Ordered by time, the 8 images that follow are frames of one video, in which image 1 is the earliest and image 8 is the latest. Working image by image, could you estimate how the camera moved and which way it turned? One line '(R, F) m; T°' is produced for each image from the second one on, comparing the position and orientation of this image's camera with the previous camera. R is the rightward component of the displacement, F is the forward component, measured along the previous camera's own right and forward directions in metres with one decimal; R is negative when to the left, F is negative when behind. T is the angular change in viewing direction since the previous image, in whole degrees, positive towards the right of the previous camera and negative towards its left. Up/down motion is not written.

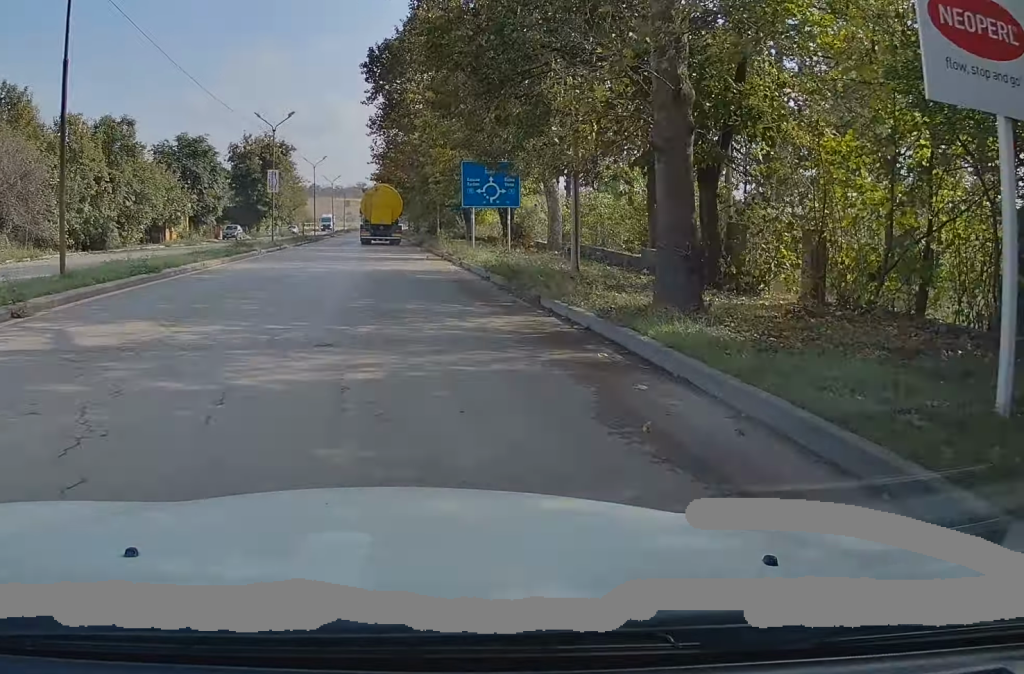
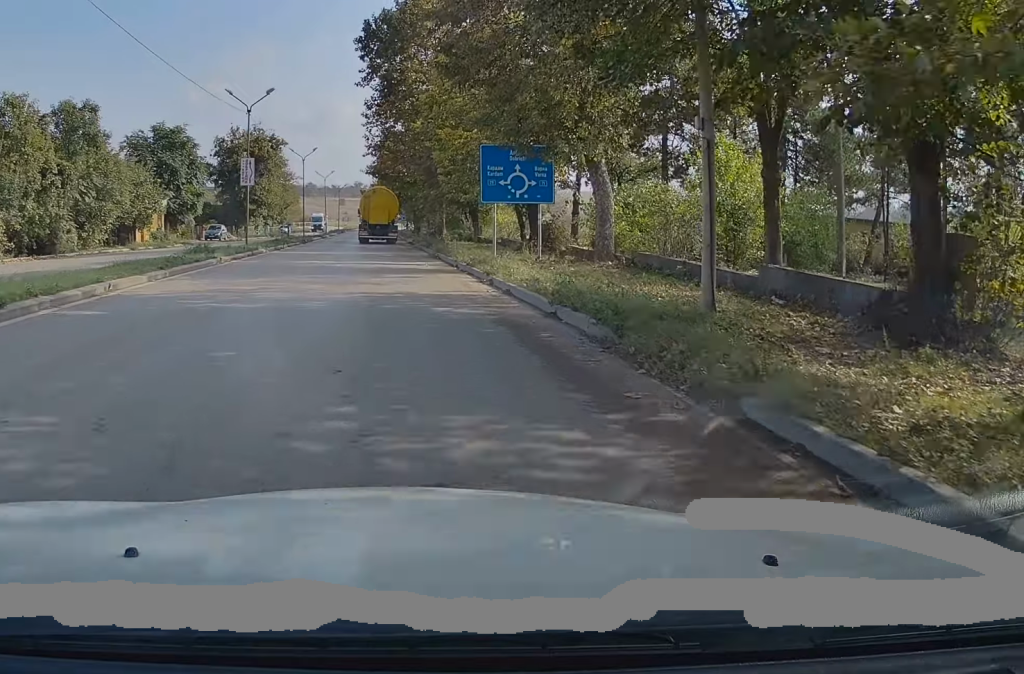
(0.0, +7.7) m; -1°
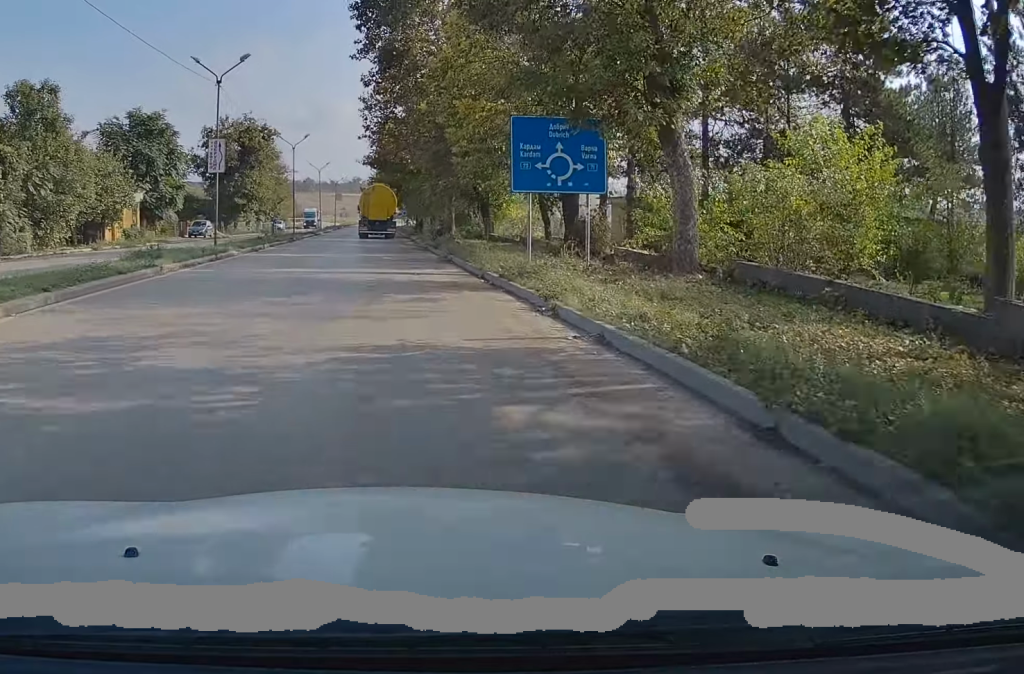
(-0.1, +6.7) m; 0°
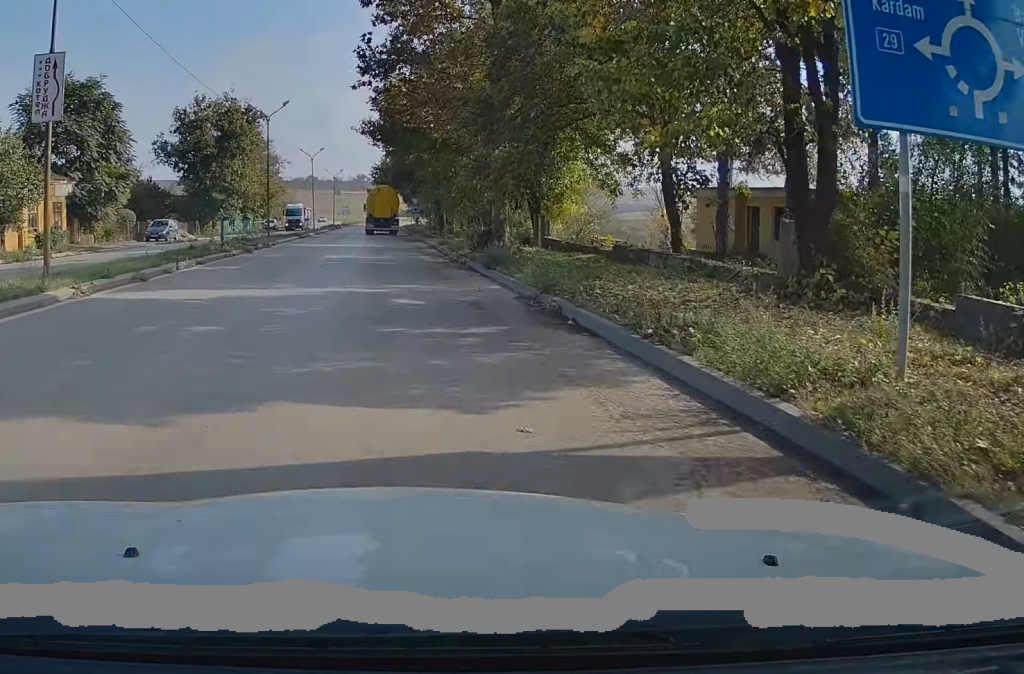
(+0.1, +15.7) m; 0°
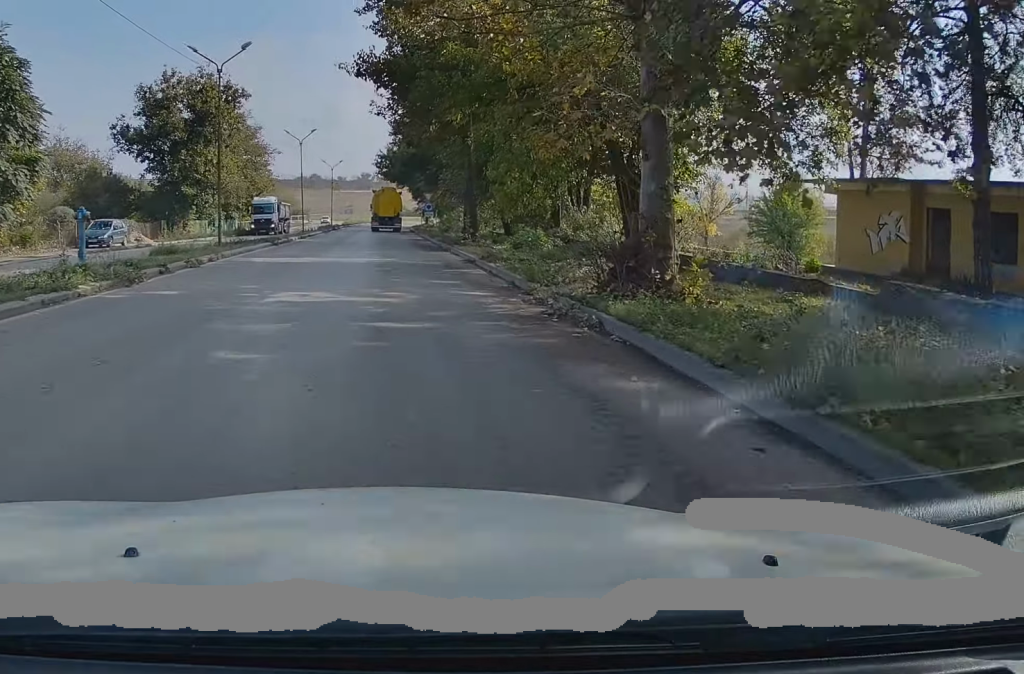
(-0.2, +14.4) m; -1°
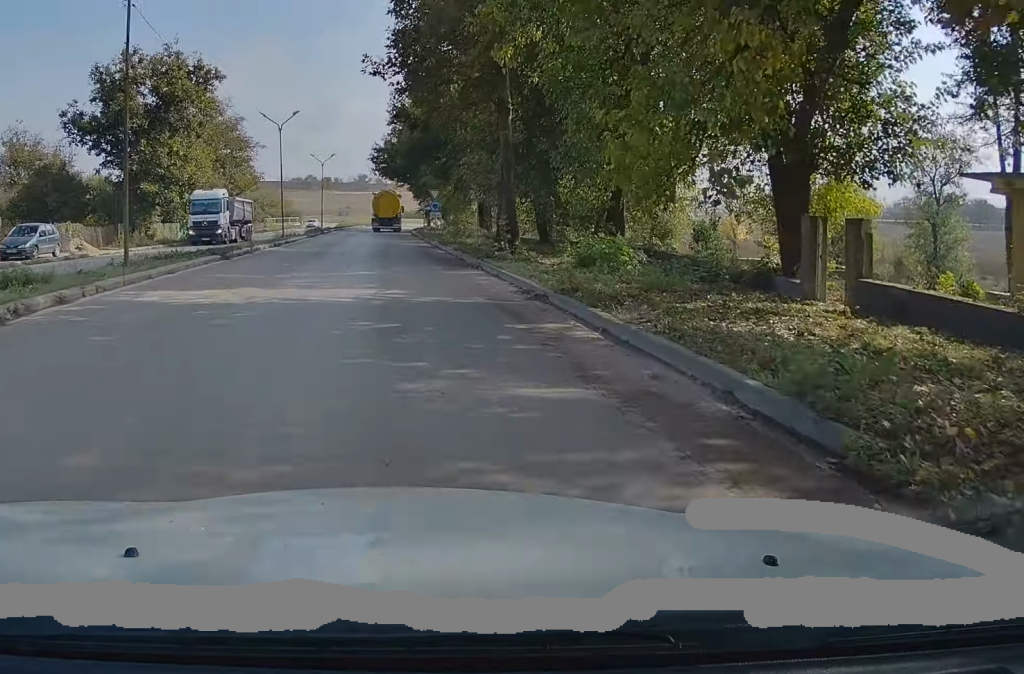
(-0.1, +10.5) m; 0°
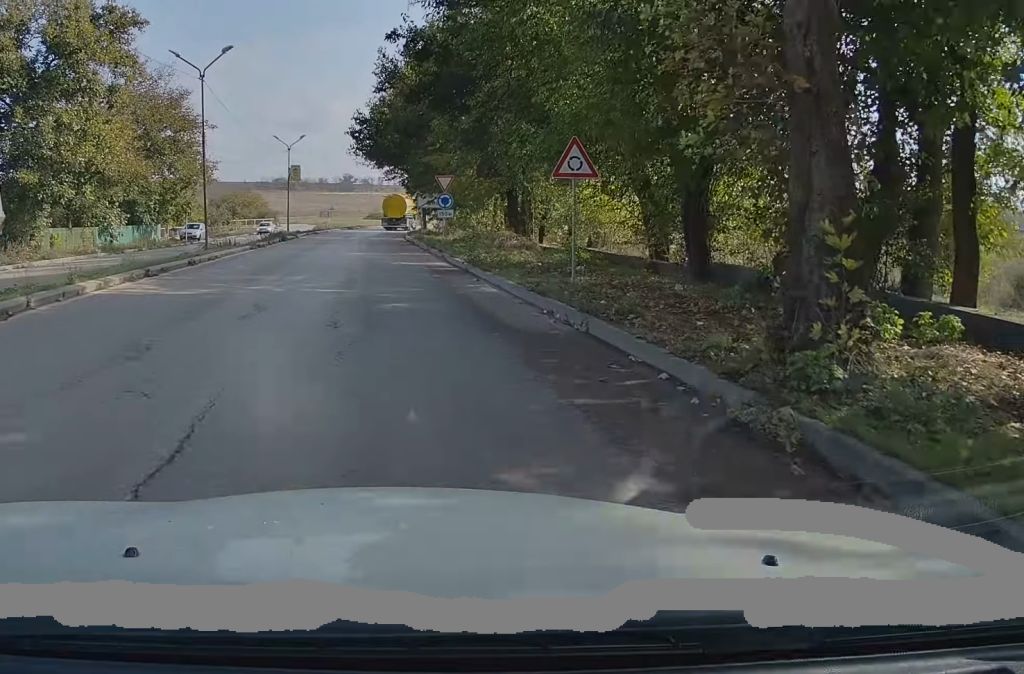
(+0.4, +18.0) m; +3°
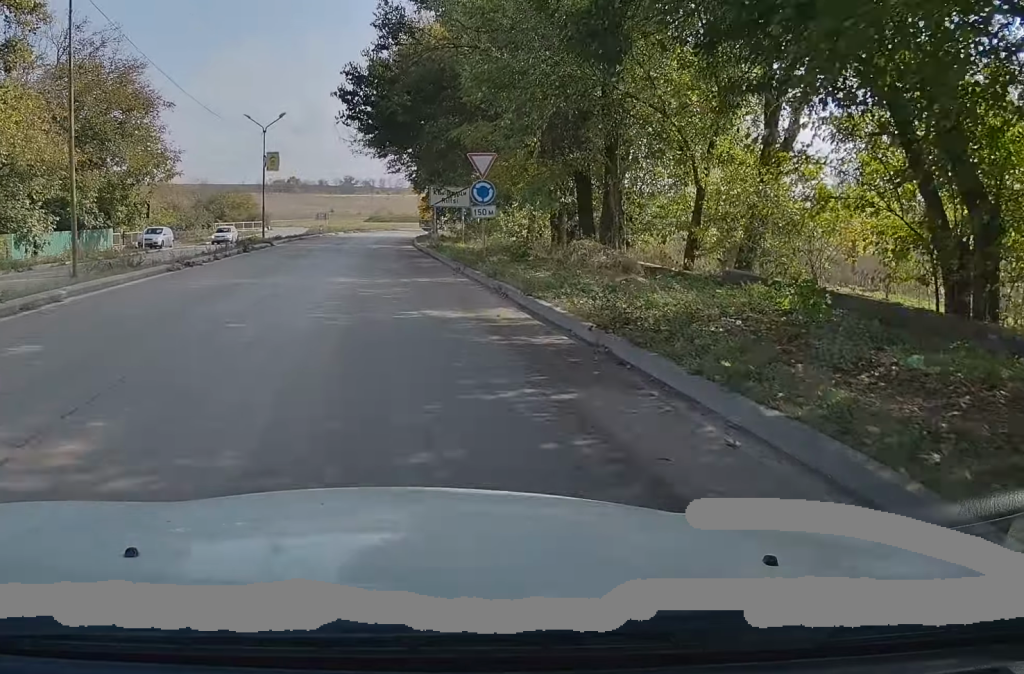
(+0.1, +13.1) m; -1°
